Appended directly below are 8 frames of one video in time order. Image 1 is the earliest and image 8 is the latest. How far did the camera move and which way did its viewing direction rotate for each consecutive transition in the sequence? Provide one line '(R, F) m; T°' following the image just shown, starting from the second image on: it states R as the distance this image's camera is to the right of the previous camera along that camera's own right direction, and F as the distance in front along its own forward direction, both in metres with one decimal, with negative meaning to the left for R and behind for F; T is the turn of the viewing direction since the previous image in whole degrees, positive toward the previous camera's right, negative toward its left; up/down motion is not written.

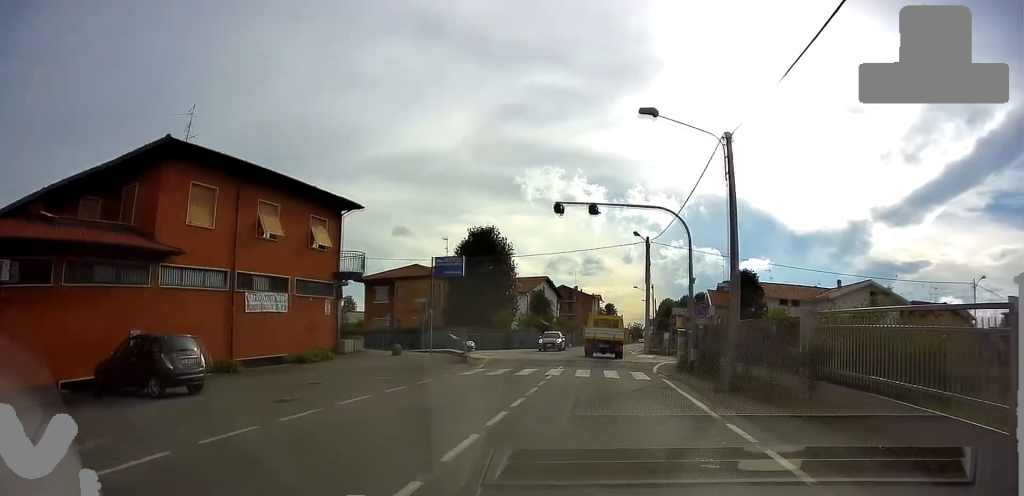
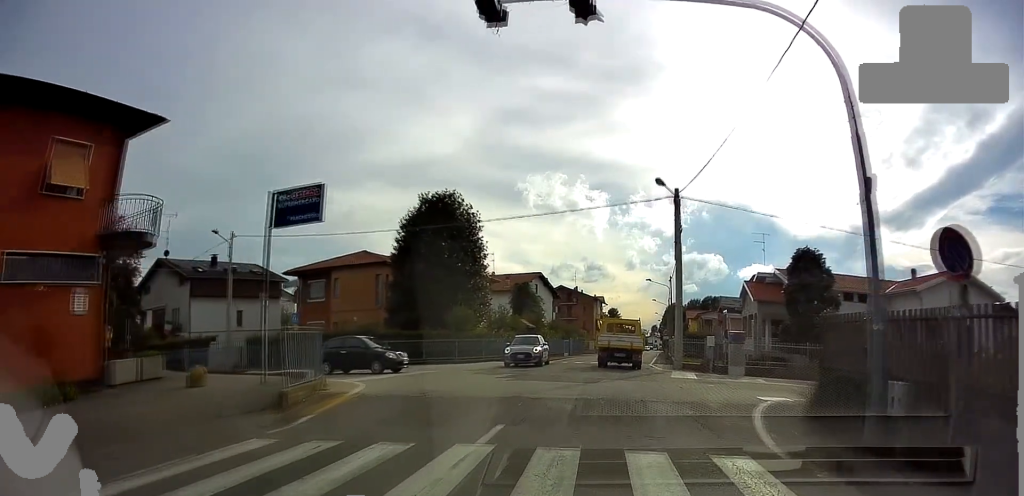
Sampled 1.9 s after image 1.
(-0.4, +16.8) m; -1°
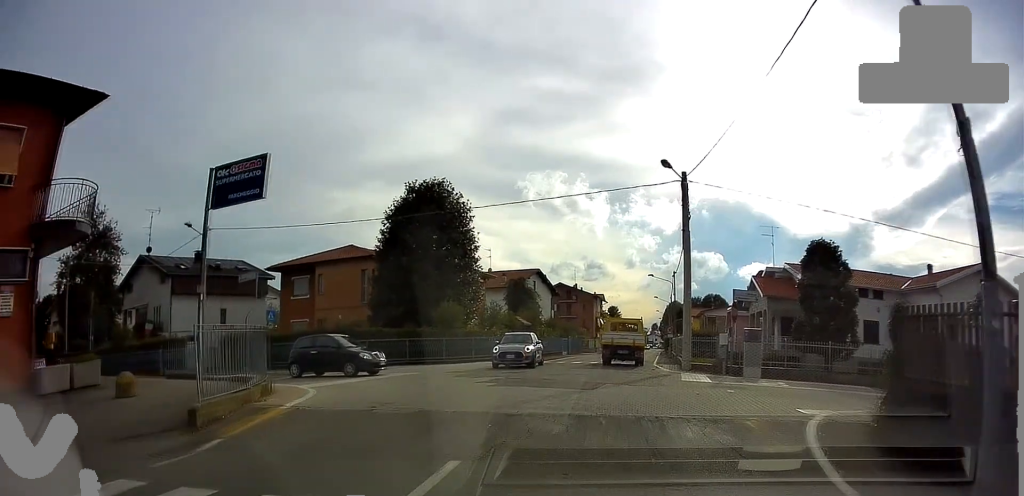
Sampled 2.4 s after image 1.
(0.0, +3.4) m; +2°
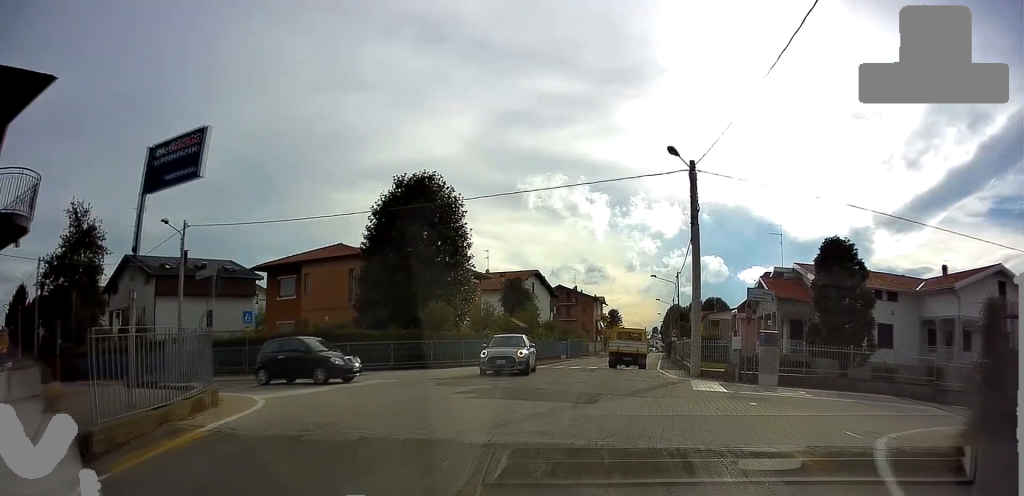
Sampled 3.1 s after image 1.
(+0.2, +2.7) m; +1°
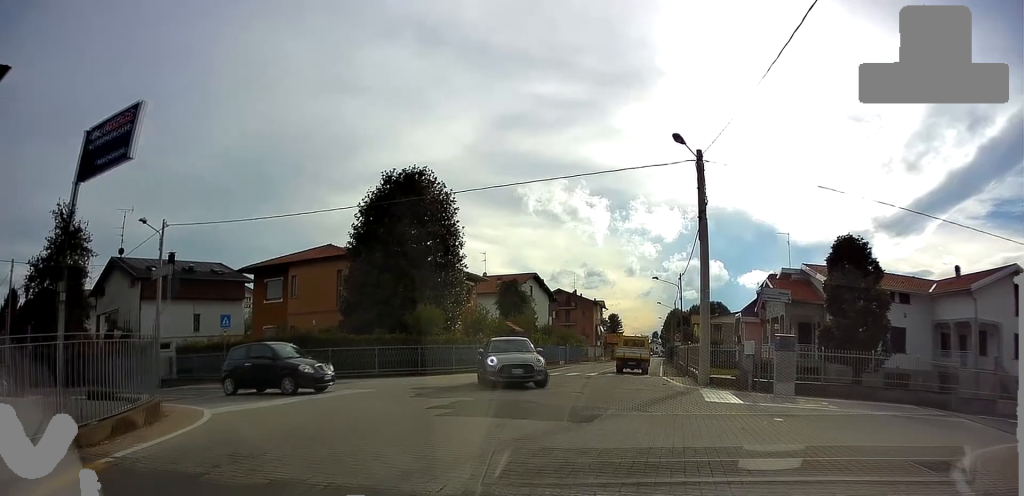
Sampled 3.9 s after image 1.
(0.0, +2.4) m; -2°
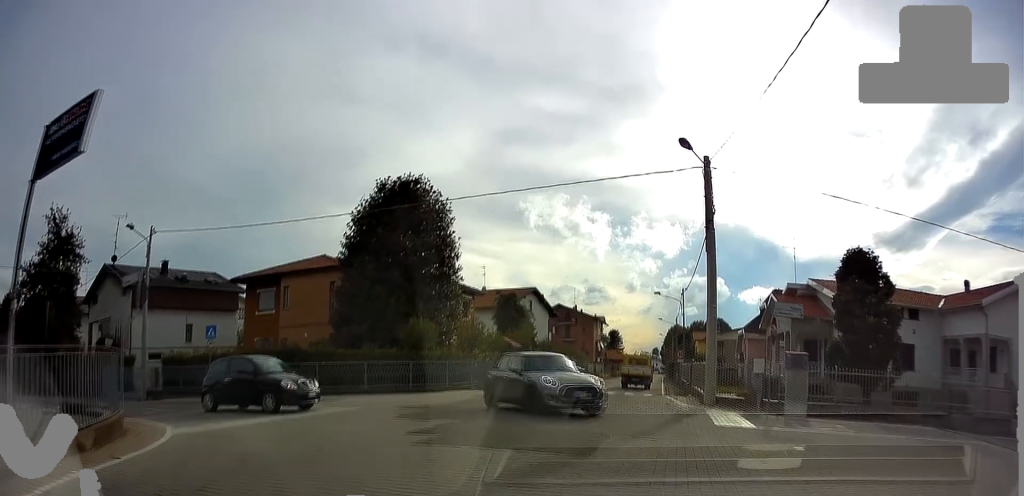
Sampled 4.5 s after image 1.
(-0.1, +1.4) m; -3°
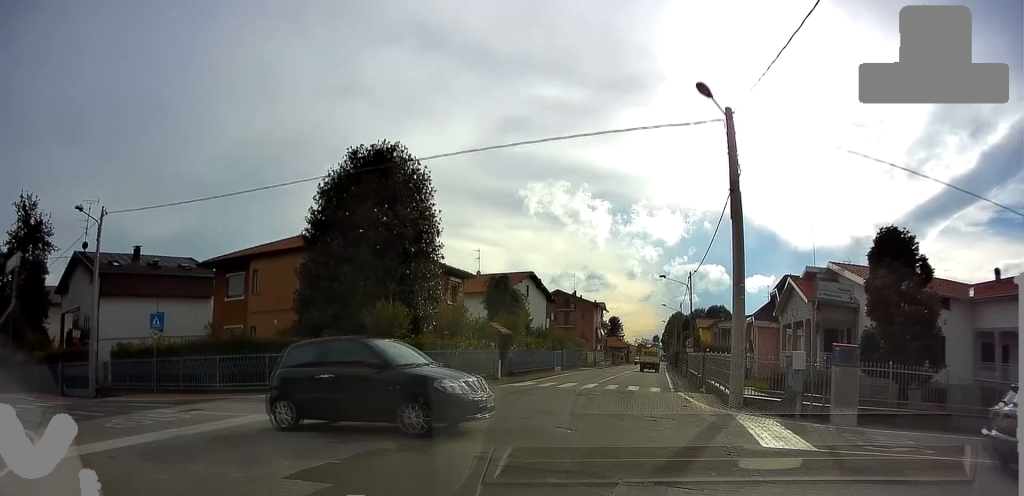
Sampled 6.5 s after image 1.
(0.0, +4.0) m; 0°
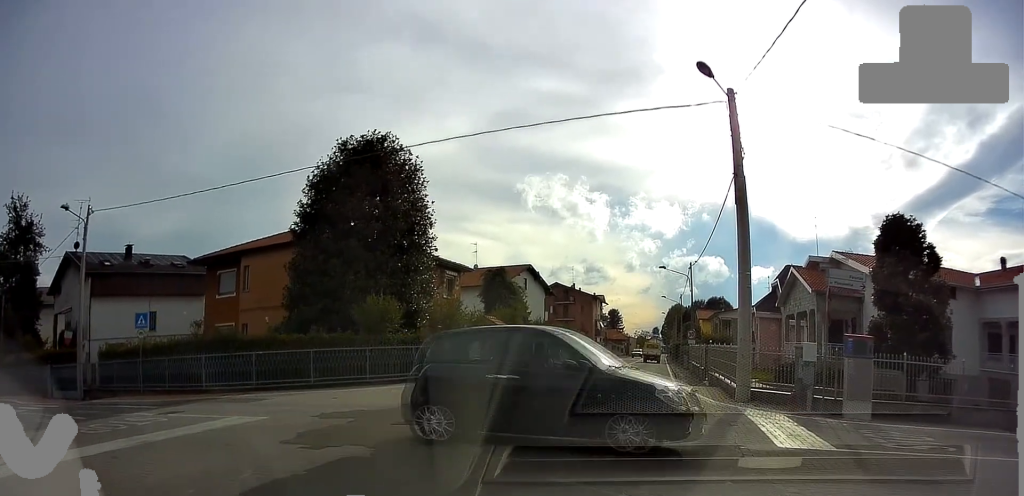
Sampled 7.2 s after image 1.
(0.0, +1.0) m; 0°
